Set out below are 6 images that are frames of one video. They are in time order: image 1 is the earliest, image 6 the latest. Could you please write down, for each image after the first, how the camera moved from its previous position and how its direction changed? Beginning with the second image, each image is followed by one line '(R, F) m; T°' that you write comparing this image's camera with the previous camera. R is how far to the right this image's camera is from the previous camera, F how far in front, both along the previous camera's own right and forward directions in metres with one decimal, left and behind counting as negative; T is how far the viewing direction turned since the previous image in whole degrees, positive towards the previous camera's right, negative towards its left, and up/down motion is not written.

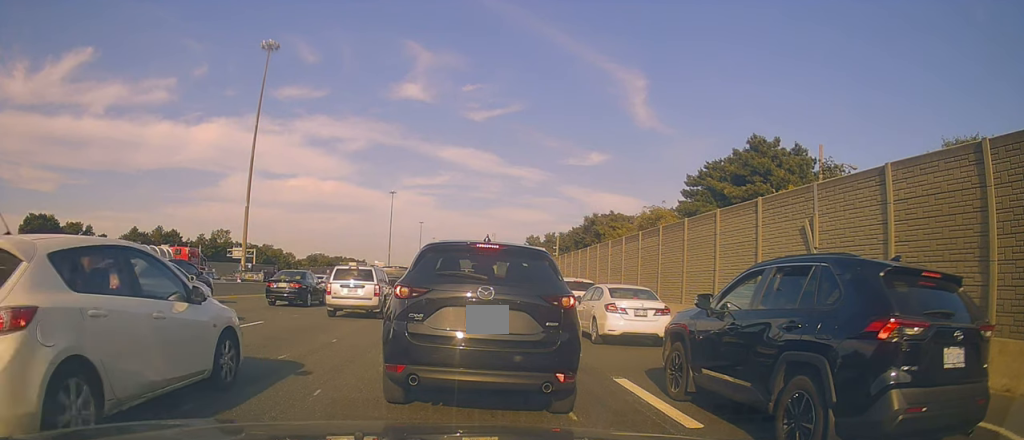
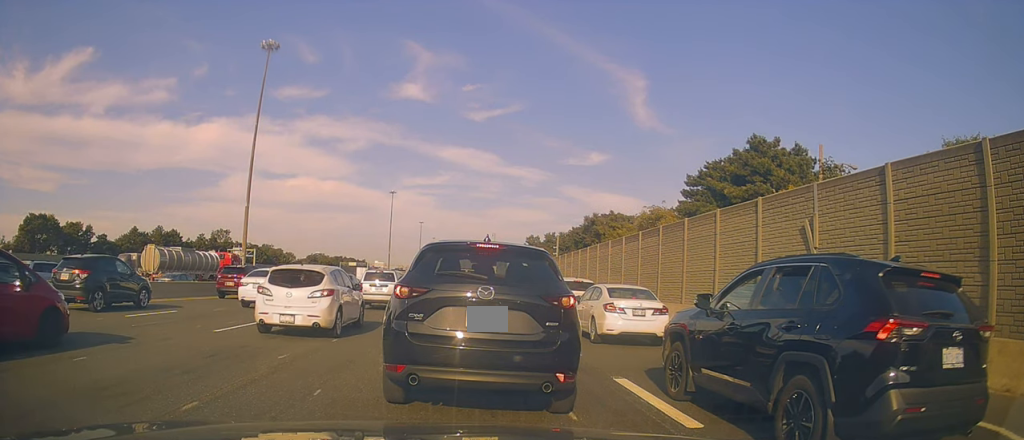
(0.0, 0.0) m; 0°
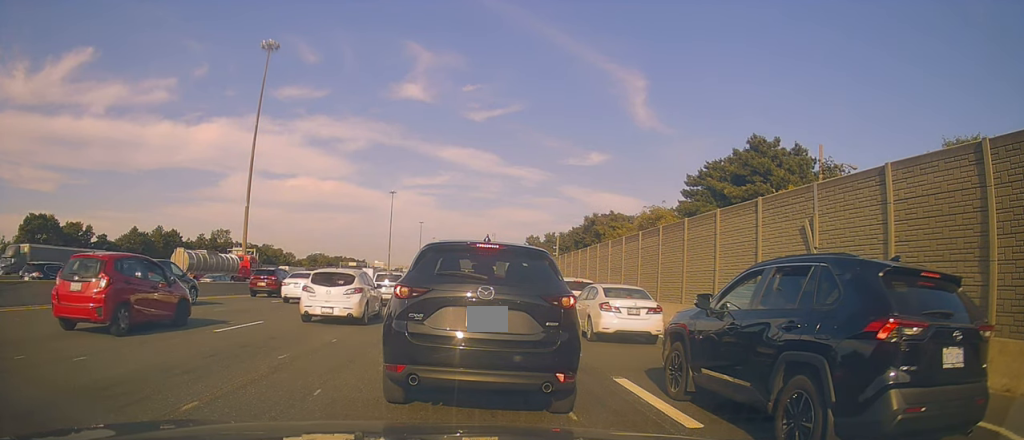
(0.0, 0.0) m; 0°
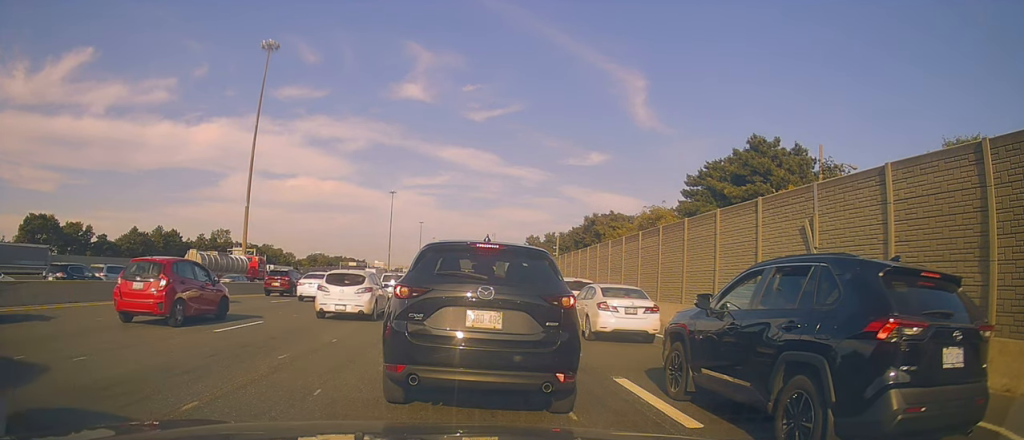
(0.0, 0.0) m; 0°
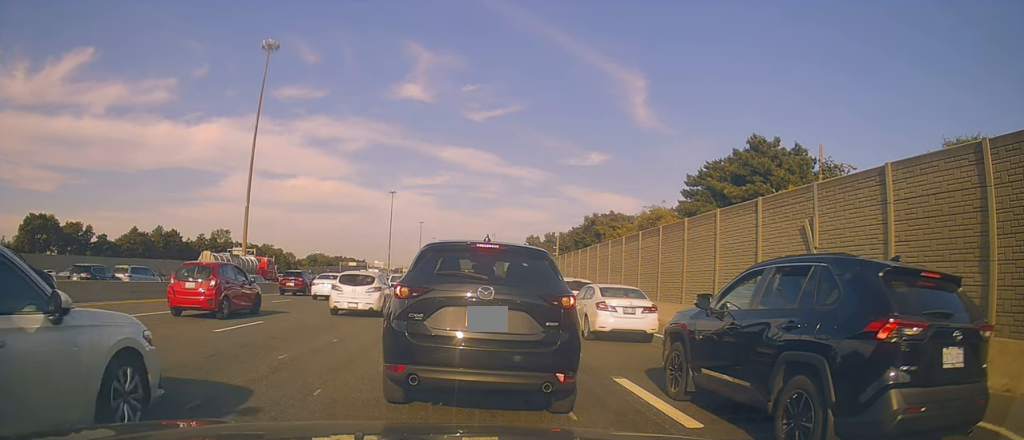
(0.0, 0.0) m; 0°
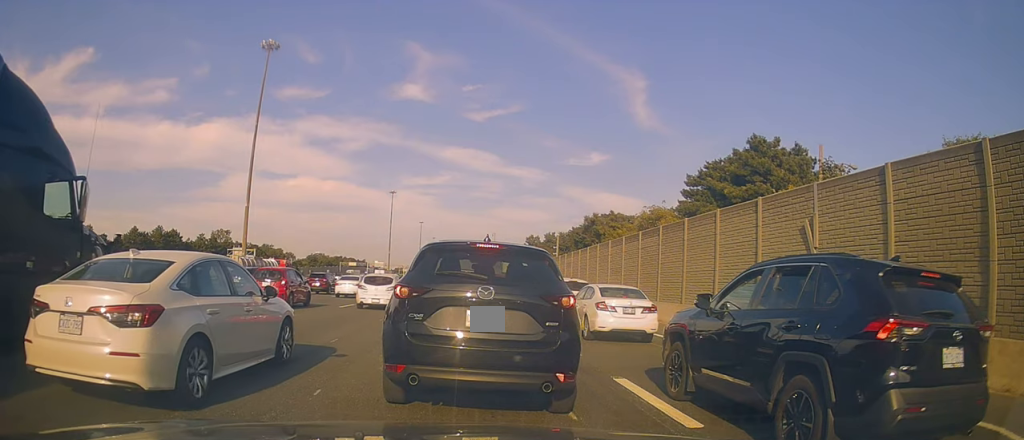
(0.0, 0.0) m; 0°
